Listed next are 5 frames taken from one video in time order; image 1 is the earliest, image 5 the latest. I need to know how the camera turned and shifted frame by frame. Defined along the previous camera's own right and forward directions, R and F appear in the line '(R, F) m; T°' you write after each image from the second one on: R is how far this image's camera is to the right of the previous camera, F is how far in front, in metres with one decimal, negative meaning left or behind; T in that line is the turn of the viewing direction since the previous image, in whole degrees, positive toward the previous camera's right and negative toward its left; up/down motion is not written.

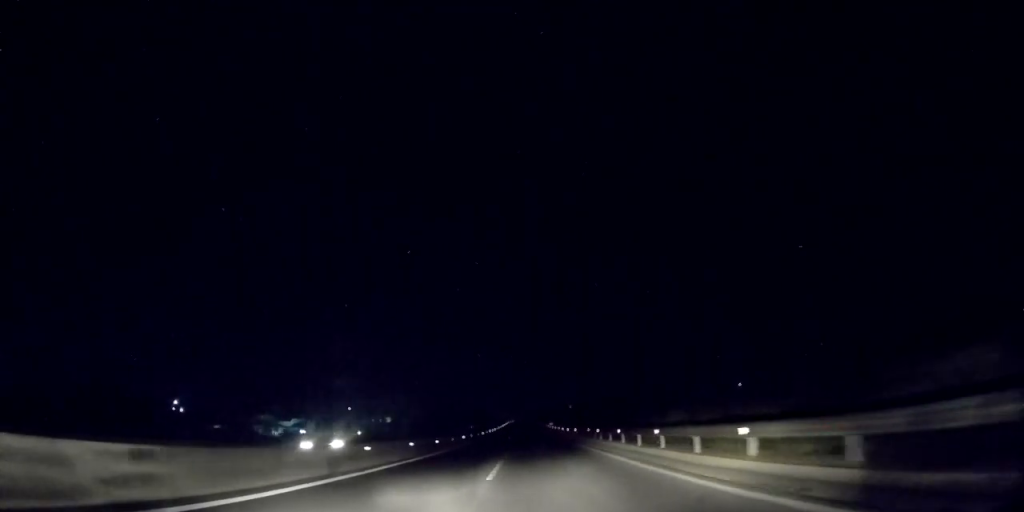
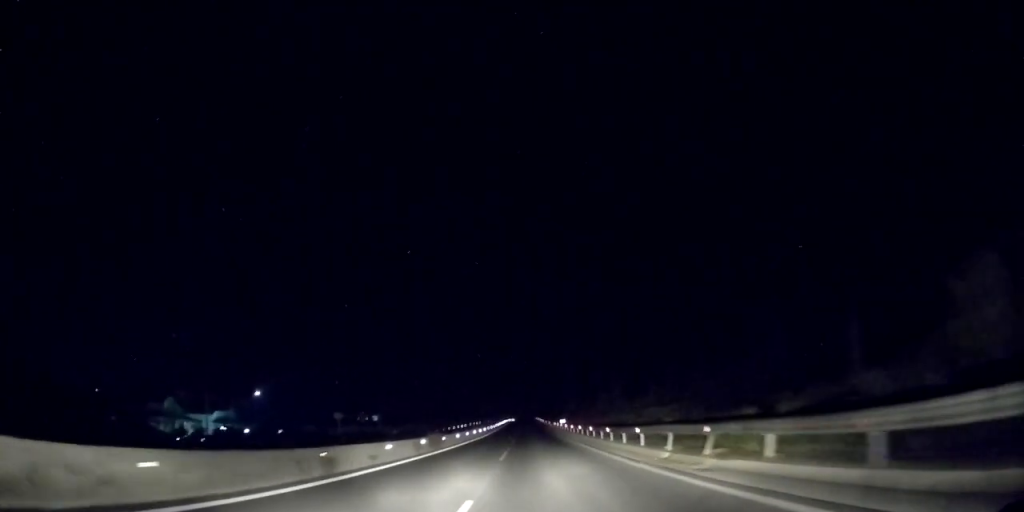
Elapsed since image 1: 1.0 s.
(-0.1, +38.4) m; 0°
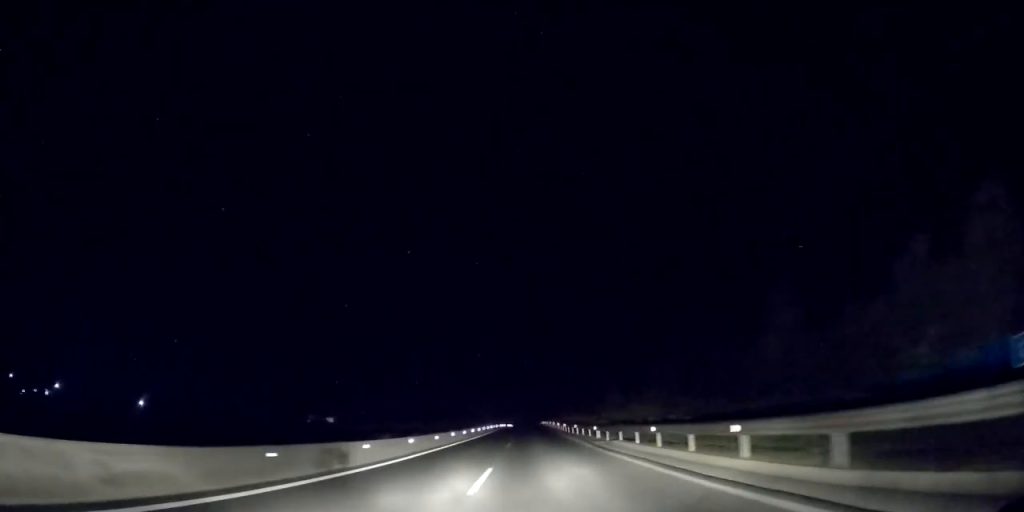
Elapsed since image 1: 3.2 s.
(-0.4, +76.3) m; 0°
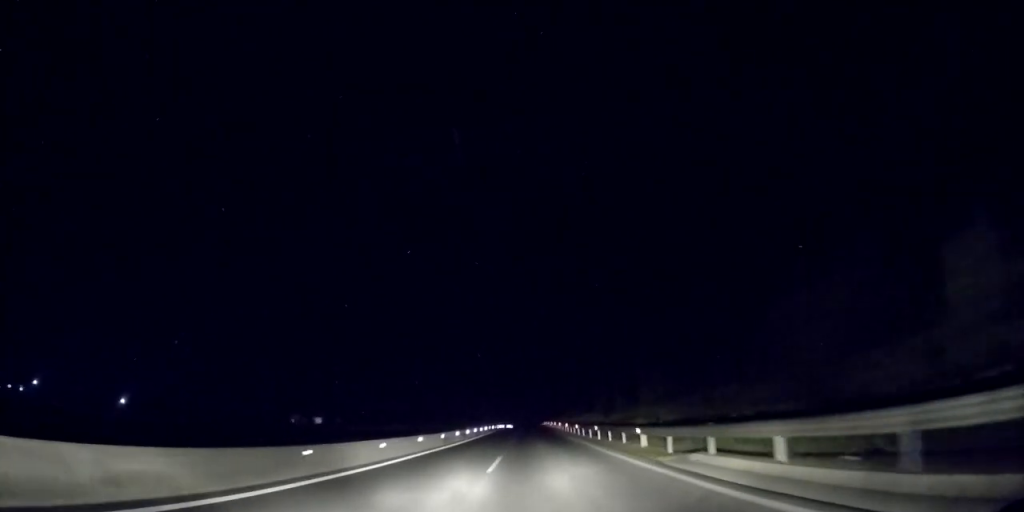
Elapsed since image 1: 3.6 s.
(-0.2, +14.0) m; 0°
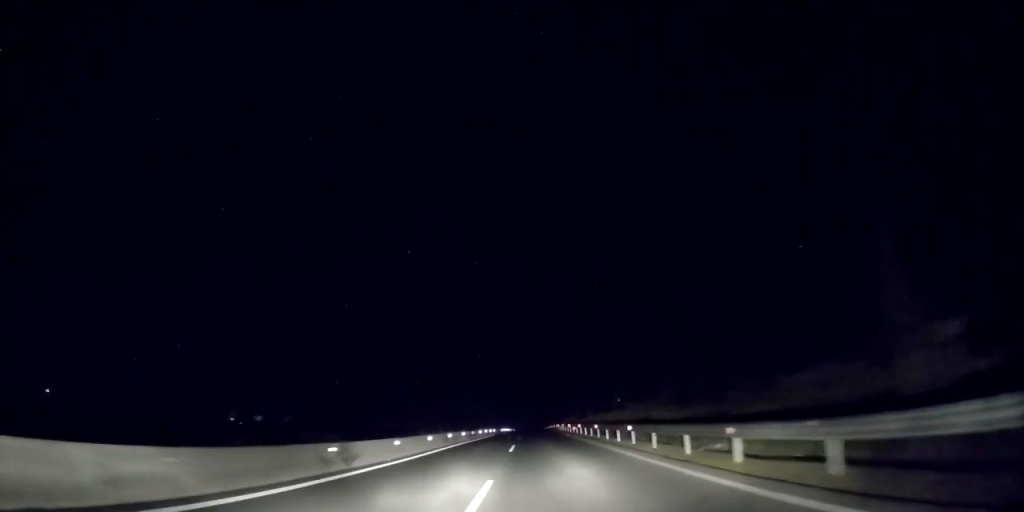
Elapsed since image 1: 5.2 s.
(+0.3, +45.9) m; 0°
